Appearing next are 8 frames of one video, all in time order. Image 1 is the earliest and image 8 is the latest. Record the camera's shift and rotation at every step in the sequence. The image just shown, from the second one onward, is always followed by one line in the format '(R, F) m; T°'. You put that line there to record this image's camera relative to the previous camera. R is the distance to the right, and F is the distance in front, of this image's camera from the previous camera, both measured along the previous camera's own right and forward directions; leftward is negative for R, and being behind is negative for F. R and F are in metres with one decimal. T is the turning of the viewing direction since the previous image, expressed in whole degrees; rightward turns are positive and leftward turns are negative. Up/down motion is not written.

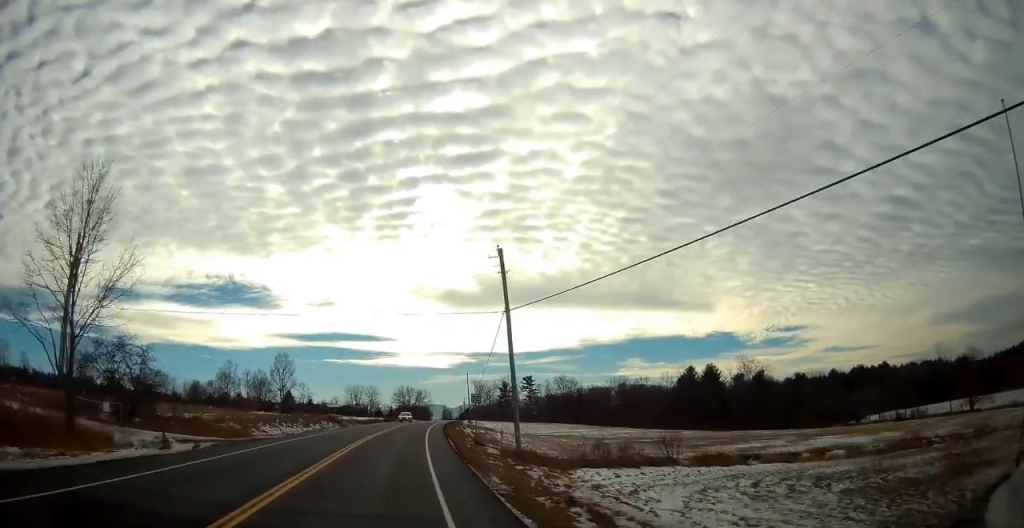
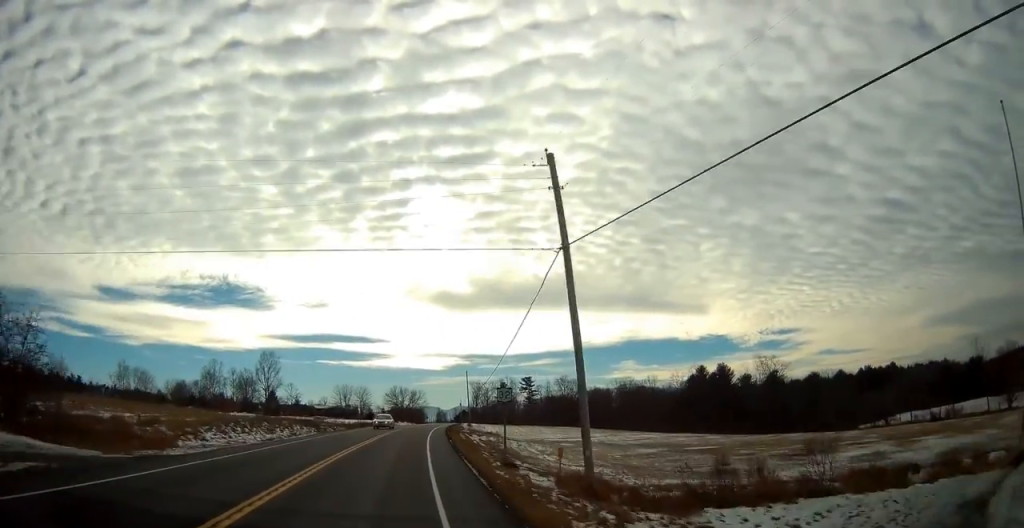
(0.0, +13.0) m; +1°
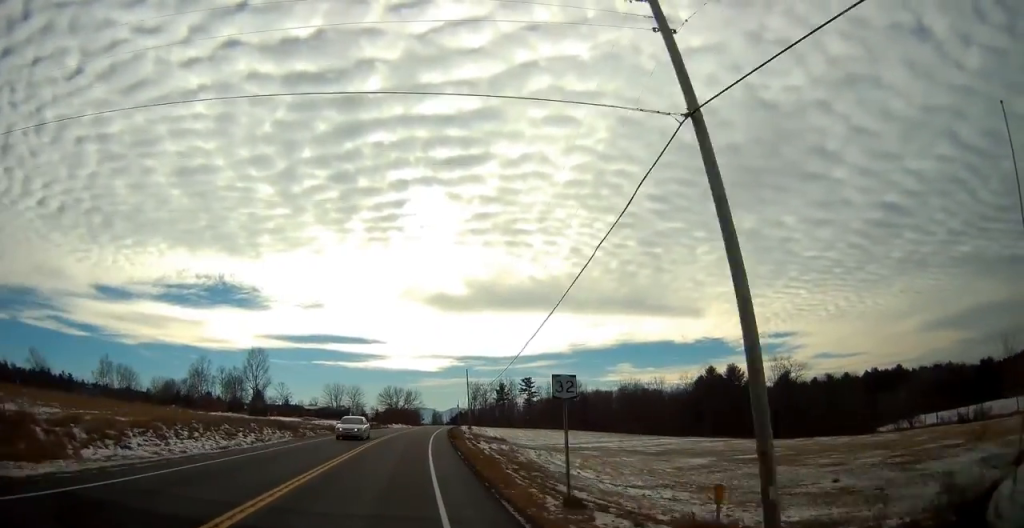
(+0.1, +9.7) m; 0°
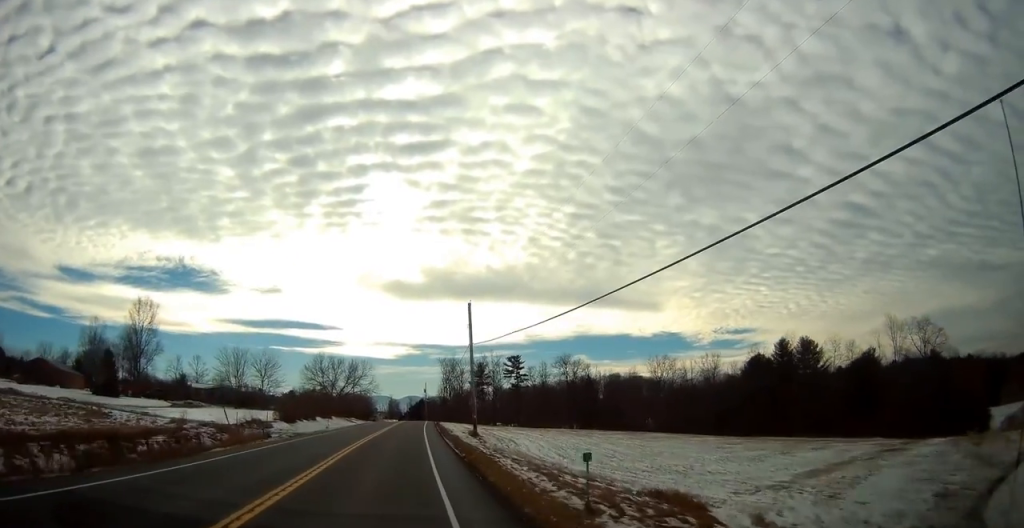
(+1.9, +60.1) m; +4°
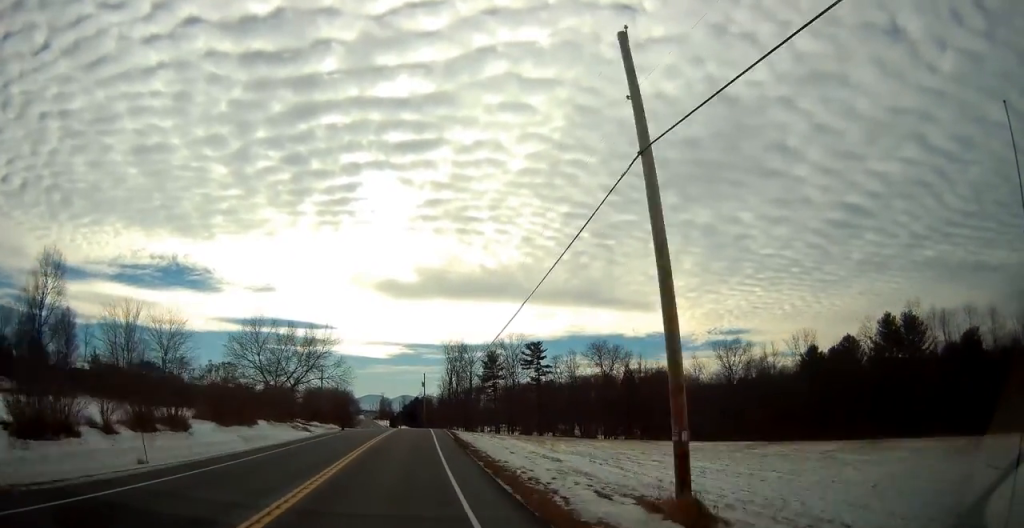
(+0.1, +38.5) m; 0°
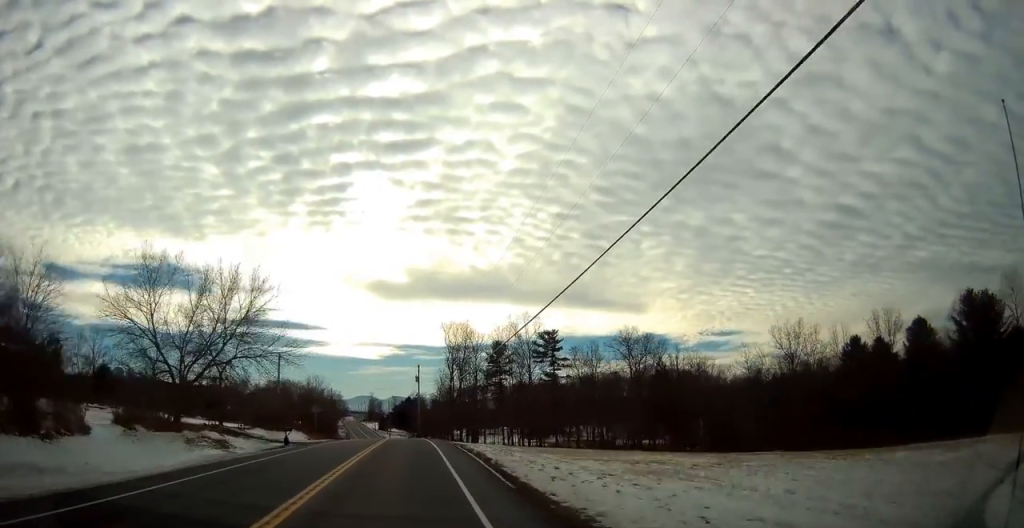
(0.0, +24.2) m; 0°
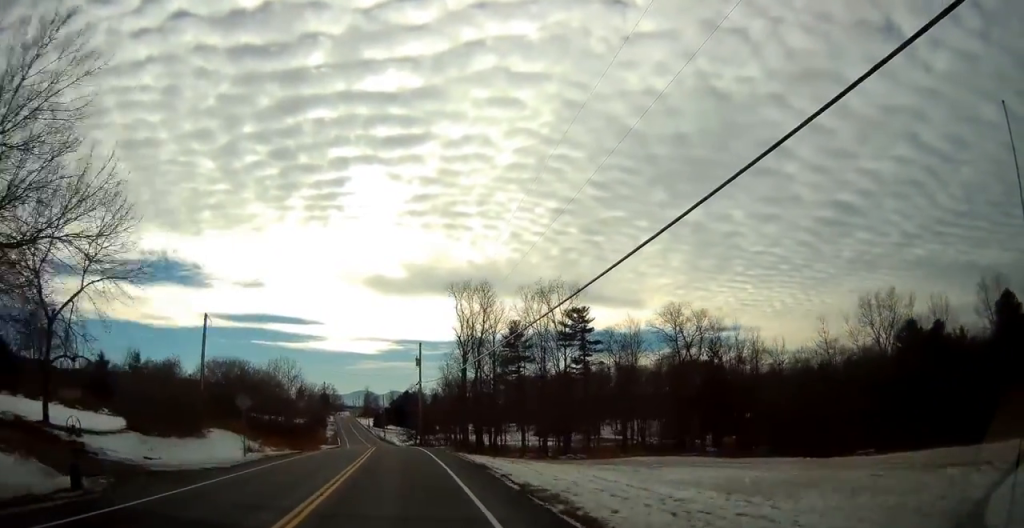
(0.0, +23.7) m; 0°
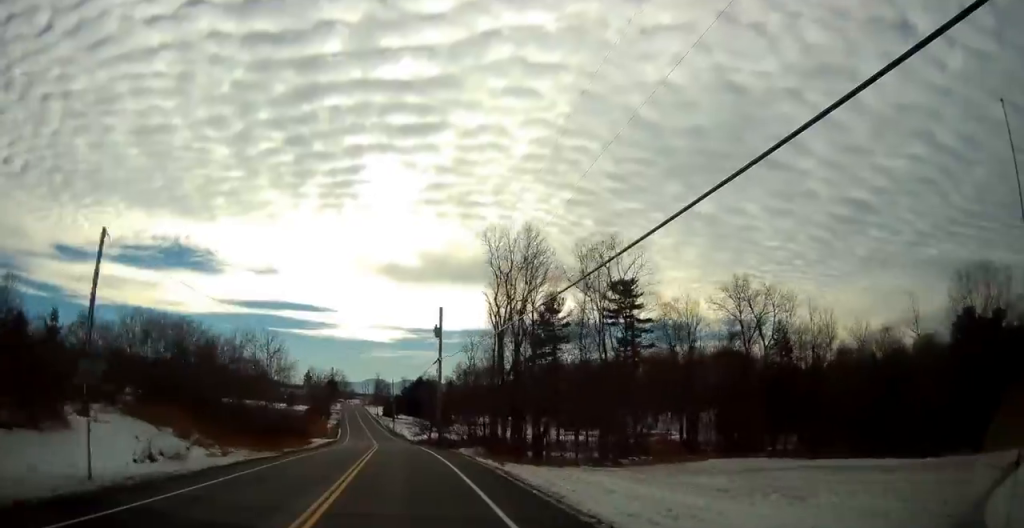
(-0.1, +17.2) m; -1°
